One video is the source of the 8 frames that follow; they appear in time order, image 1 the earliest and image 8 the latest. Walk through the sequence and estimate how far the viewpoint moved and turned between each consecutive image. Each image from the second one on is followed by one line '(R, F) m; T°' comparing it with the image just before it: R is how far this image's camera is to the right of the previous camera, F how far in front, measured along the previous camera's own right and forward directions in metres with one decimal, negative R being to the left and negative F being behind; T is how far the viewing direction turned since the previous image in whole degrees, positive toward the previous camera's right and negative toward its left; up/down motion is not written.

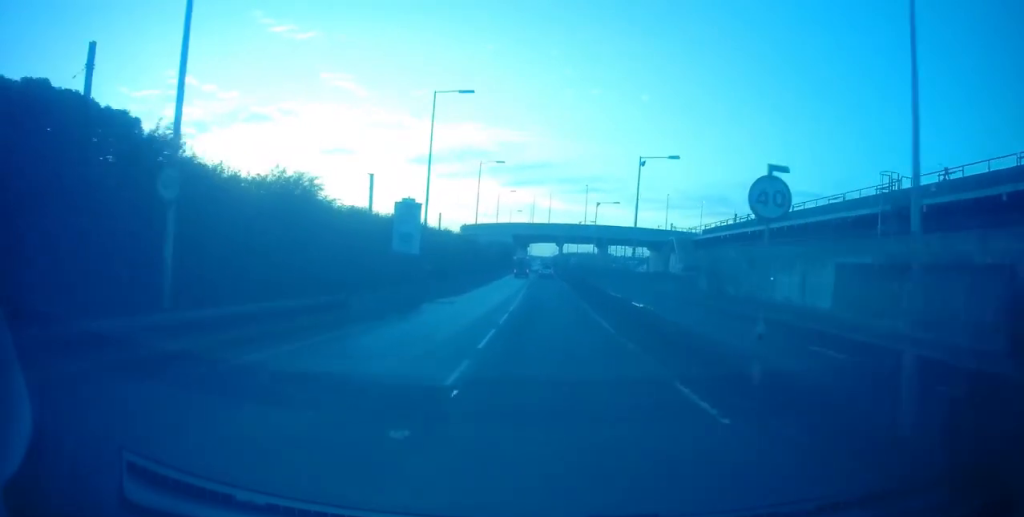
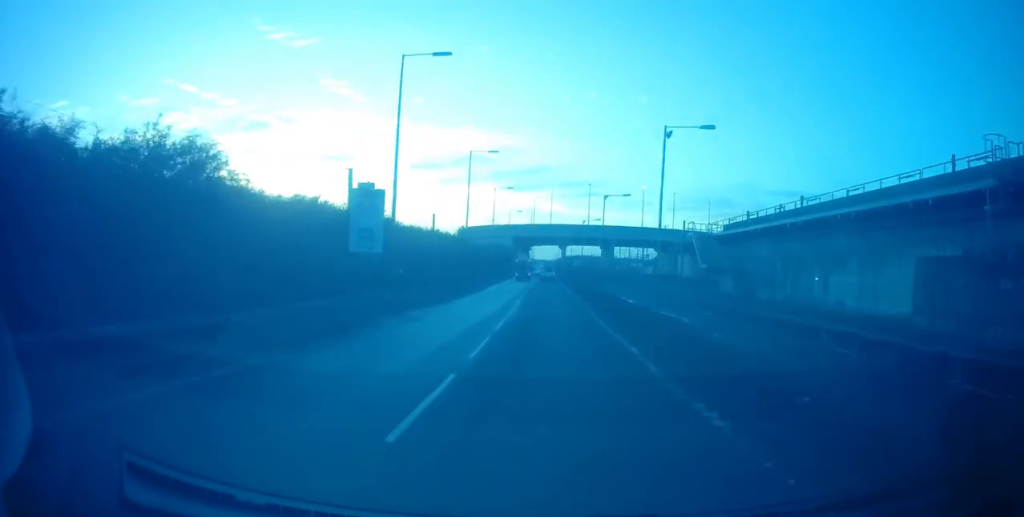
(0.0, +6.9) m; 0°
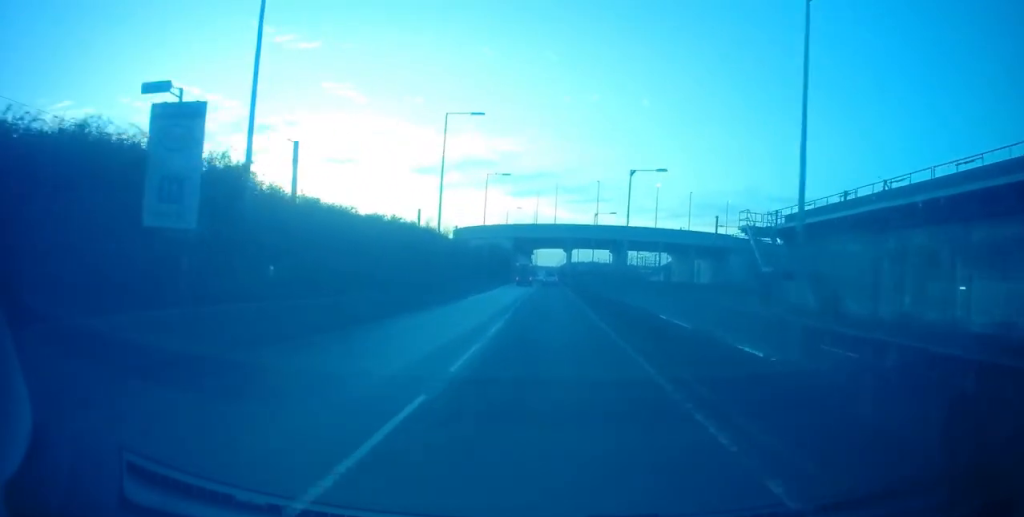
(0.0, +13.5) m; 0°
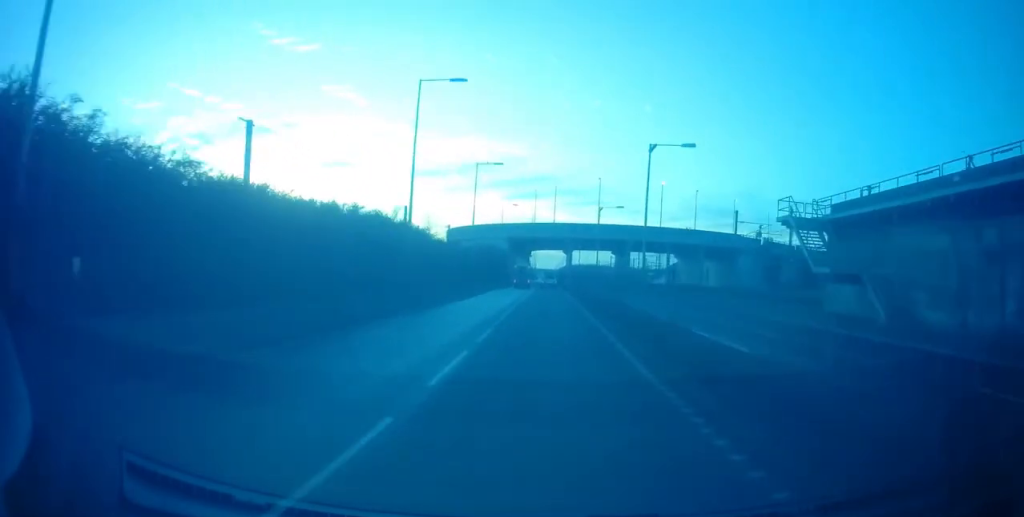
(0.0, +7.1) m; 0°
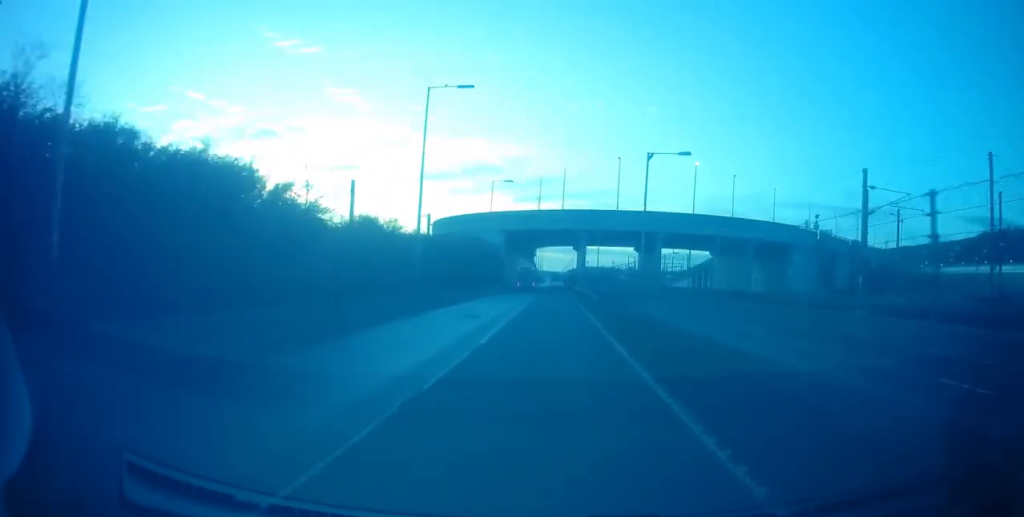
(-0.3, +23.4) m; -2°
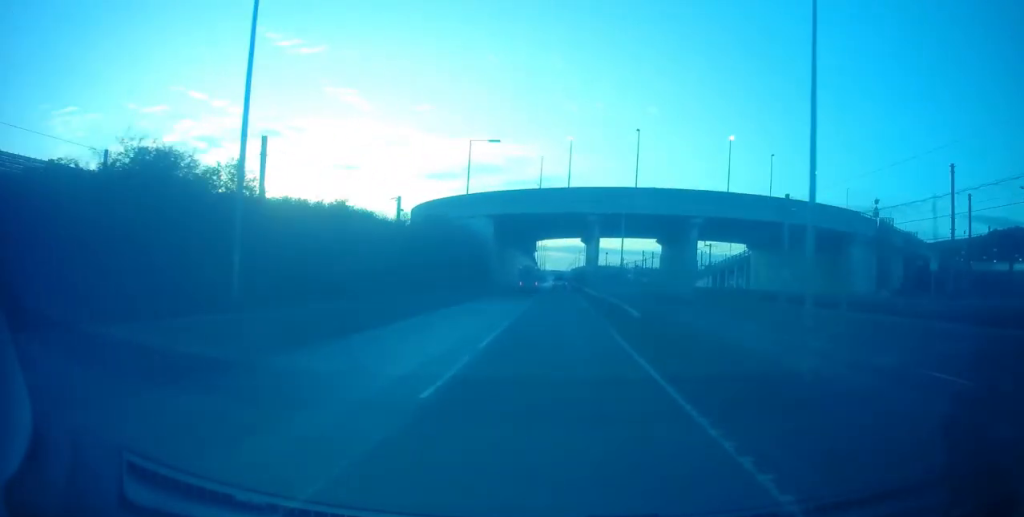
(-0.2, +18.4) m; 0°
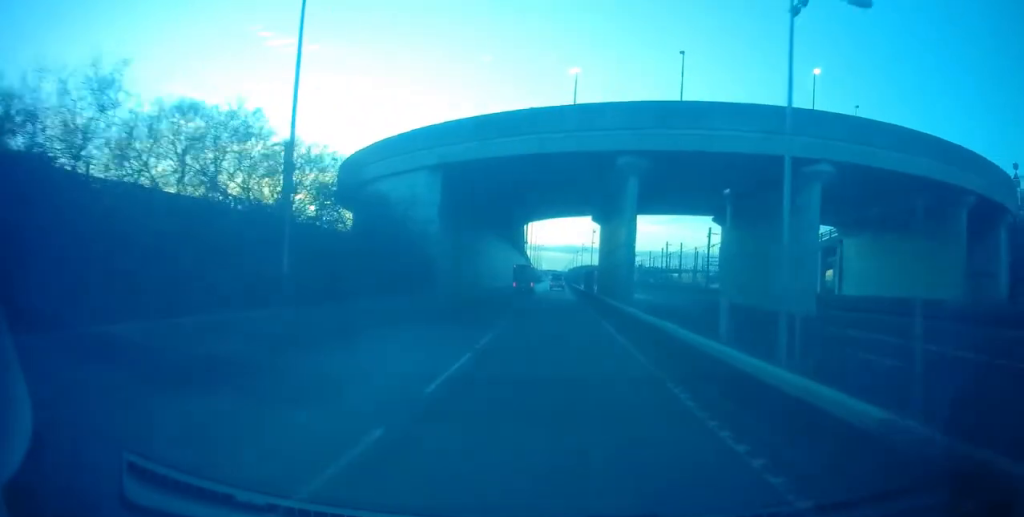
(-0.2, +29.2) m; 0°
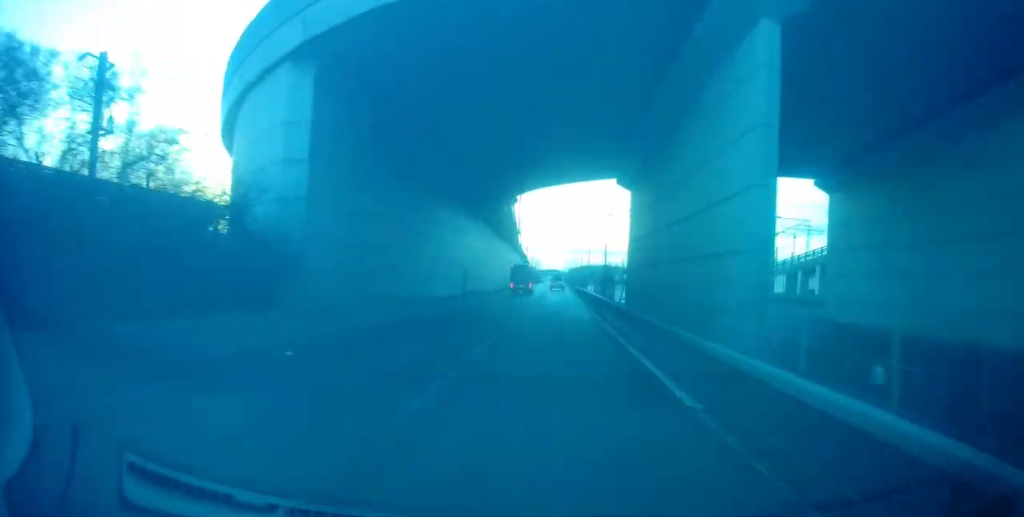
(+0.4, +19.9) m; 0°
